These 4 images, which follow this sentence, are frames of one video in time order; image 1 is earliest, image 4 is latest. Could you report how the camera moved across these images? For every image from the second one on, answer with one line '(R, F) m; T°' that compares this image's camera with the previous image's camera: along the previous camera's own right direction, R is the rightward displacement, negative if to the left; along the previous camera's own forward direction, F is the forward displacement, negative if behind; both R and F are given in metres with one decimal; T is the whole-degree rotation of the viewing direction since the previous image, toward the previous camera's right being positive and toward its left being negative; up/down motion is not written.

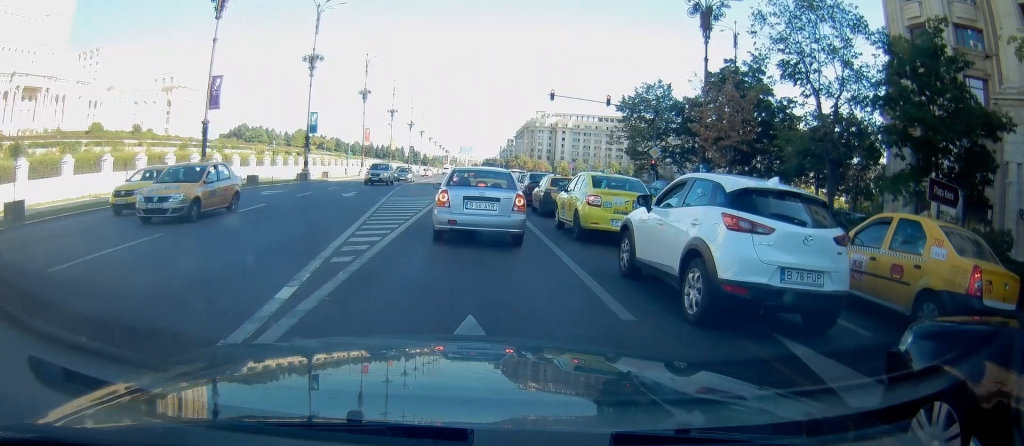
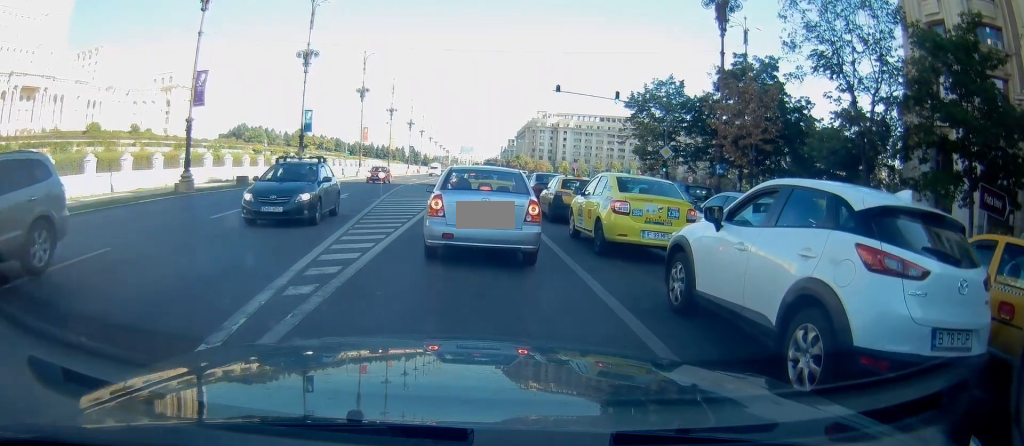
(-0.7, +1.7) m; 0°
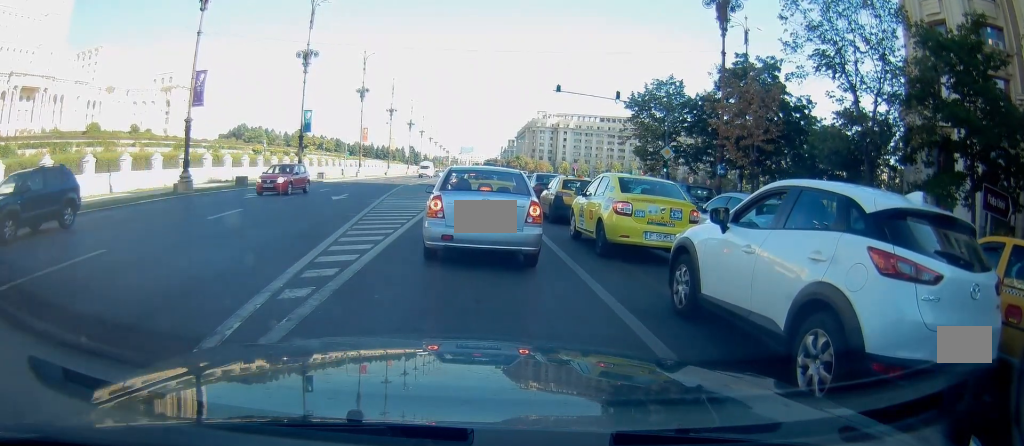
(-0.3, 0.0) m; 0°
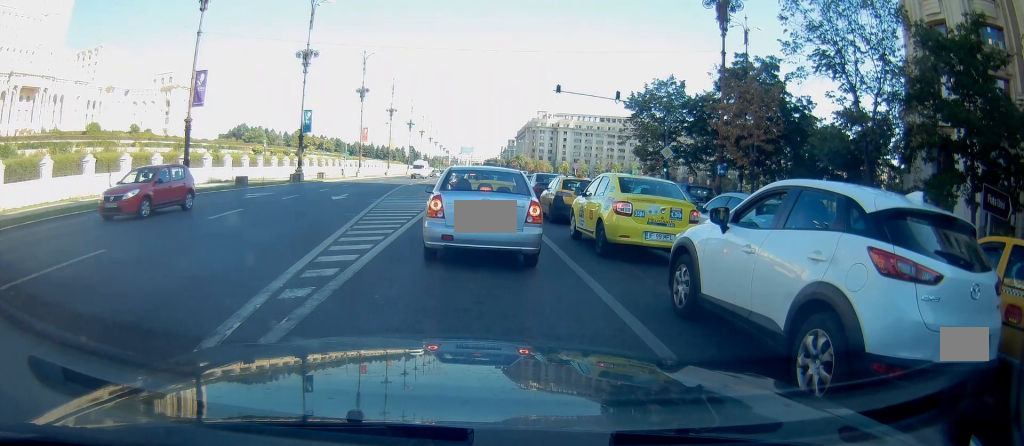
(0.0, 0.0) m; 0°
